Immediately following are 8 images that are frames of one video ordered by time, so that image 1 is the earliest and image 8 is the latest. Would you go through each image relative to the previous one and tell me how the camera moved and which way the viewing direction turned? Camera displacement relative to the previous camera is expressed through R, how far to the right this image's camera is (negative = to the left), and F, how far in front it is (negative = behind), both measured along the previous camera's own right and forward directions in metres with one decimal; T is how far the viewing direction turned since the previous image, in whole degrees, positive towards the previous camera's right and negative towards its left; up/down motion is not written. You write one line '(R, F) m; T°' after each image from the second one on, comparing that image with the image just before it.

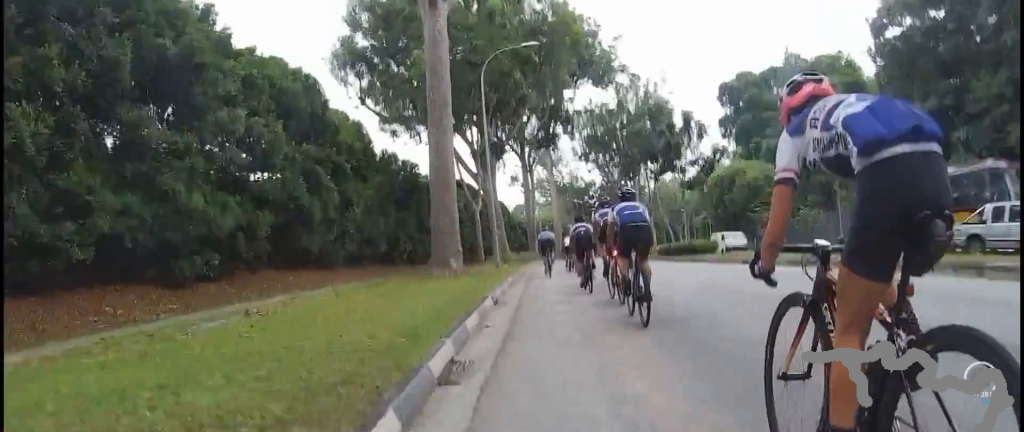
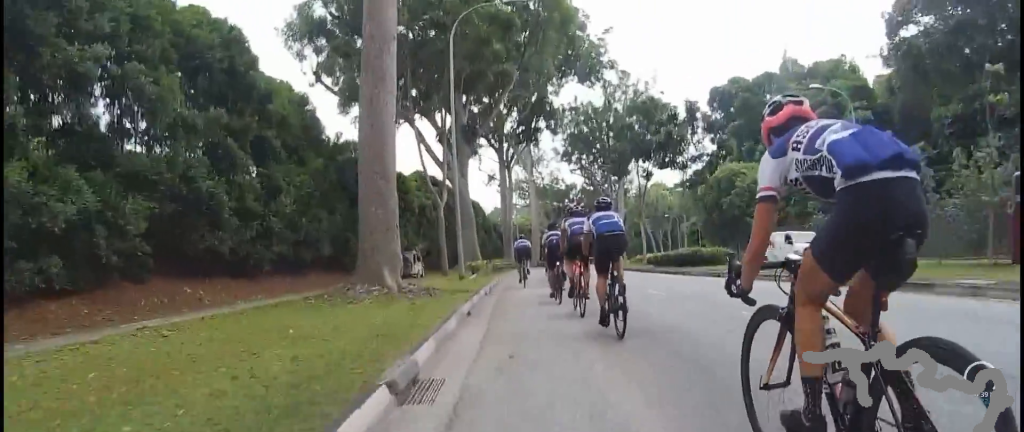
(+0.1, +5.8) m; -4°
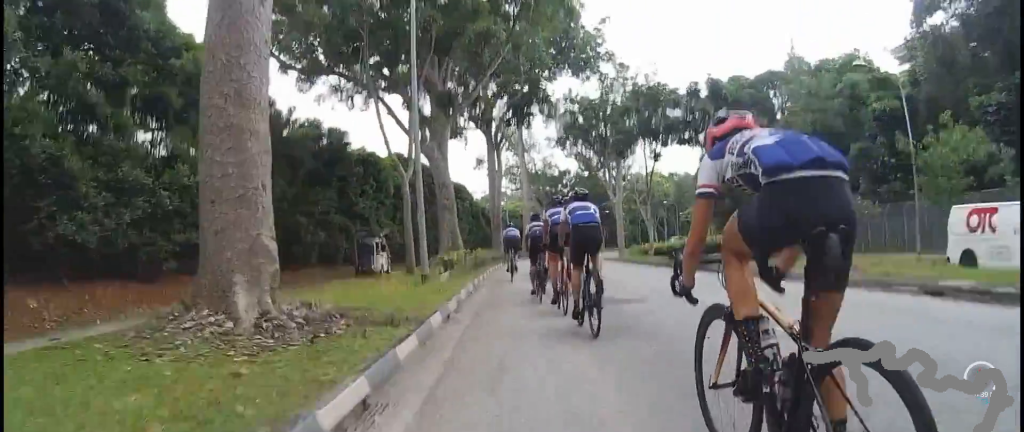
(+0.1, +6.1) m; -3°
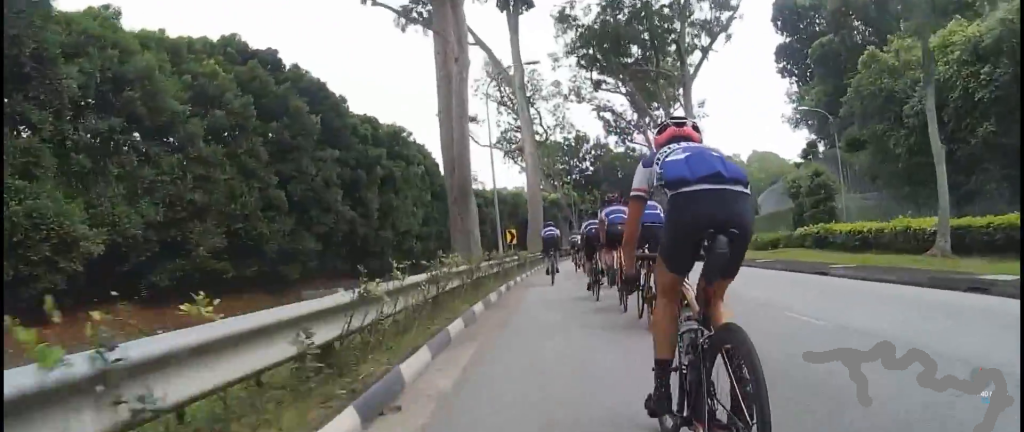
(+1.5, +31.0) m; +14°
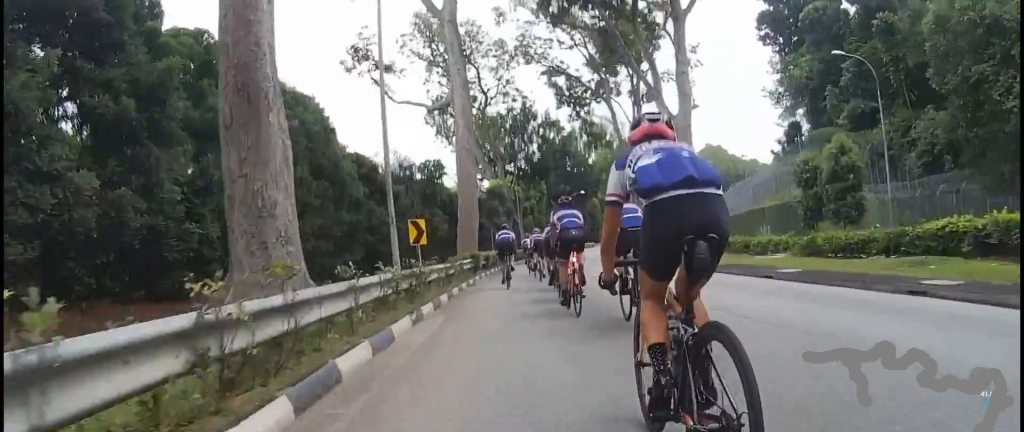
(+1.4, +11.6) m; +1°
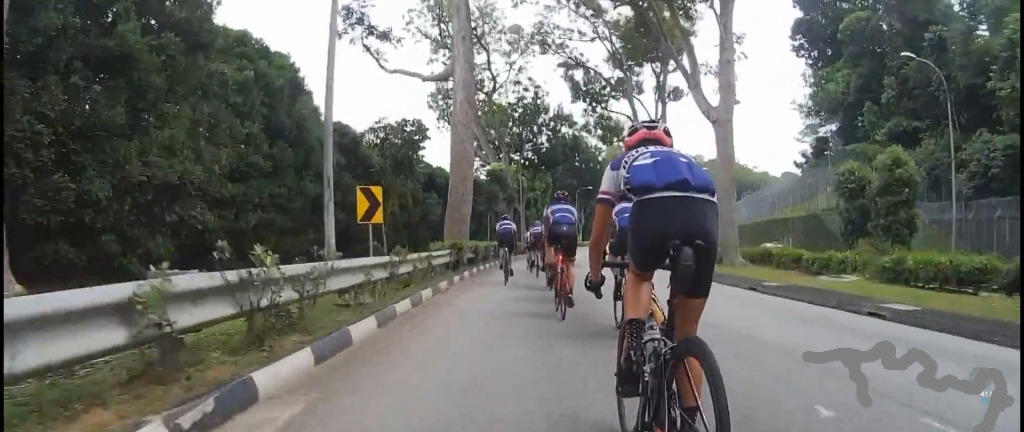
(-0.3, +4.9) m; -3°
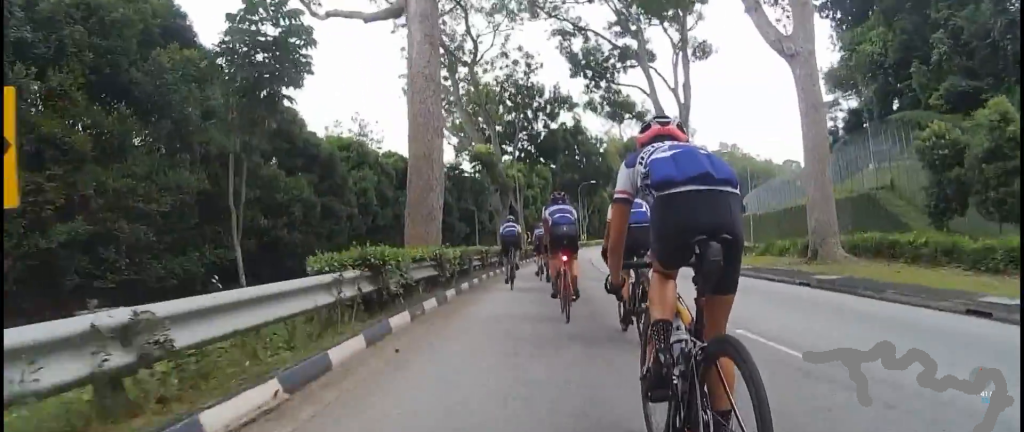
(-0.8, +8.4) m; -5°
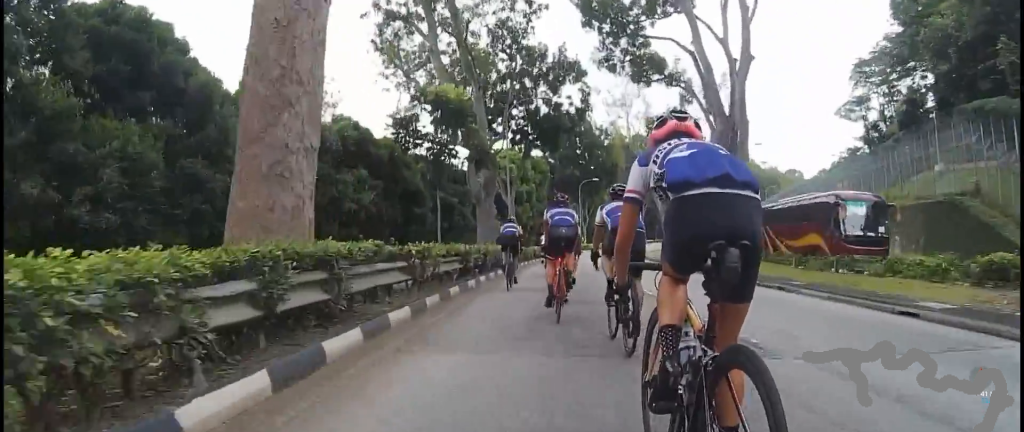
(-0.1, +10.1) m; +7°
